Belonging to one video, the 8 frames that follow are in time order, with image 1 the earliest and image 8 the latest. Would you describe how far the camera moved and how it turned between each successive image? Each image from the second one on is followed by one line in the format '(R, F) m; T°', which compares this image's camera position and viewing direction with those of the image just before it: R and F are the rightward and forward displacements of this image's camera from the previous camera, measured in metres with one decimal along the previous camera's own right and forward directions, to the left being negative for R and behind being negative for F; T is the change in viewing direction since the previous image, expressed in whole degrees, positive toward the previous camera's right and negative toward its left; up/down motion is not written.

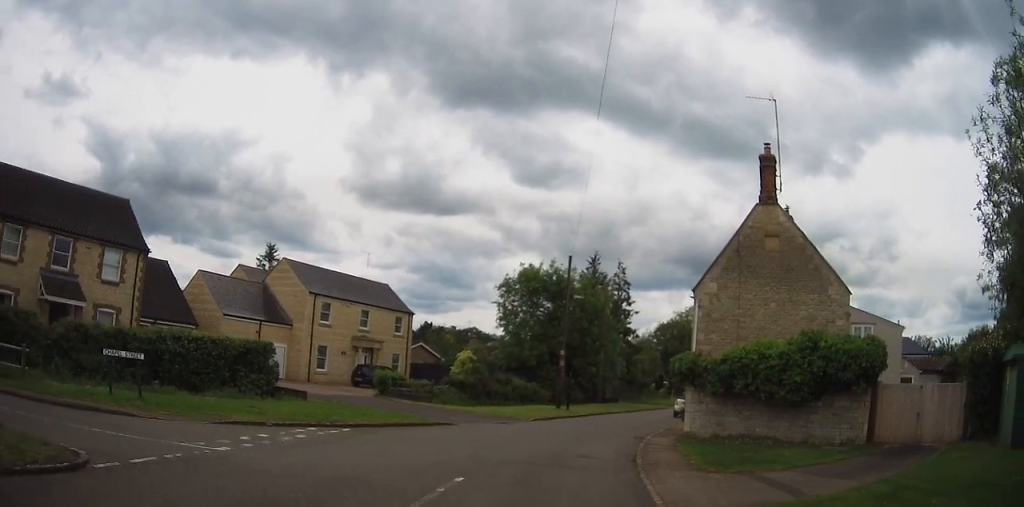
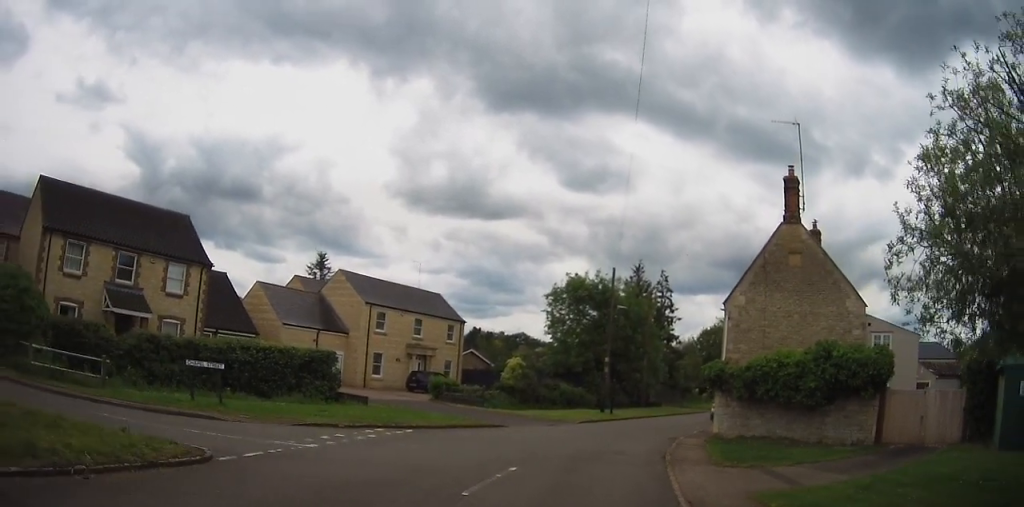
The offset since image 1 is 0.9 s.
(0.0, +1.8) m; -2°
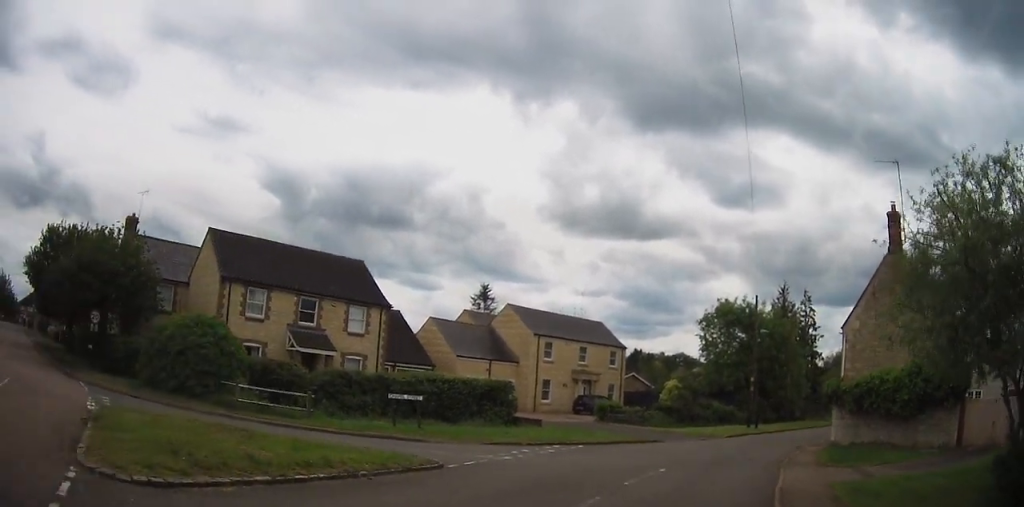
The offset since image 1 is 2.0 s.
(-0.3, +2.9) m; -15°
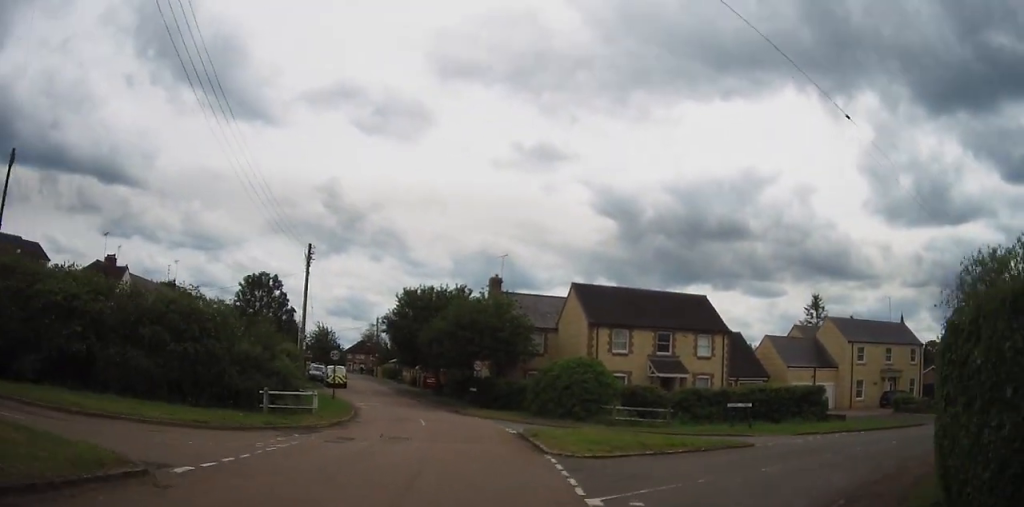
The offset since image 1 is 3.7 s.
(-1.6, +6.7) m; -25°
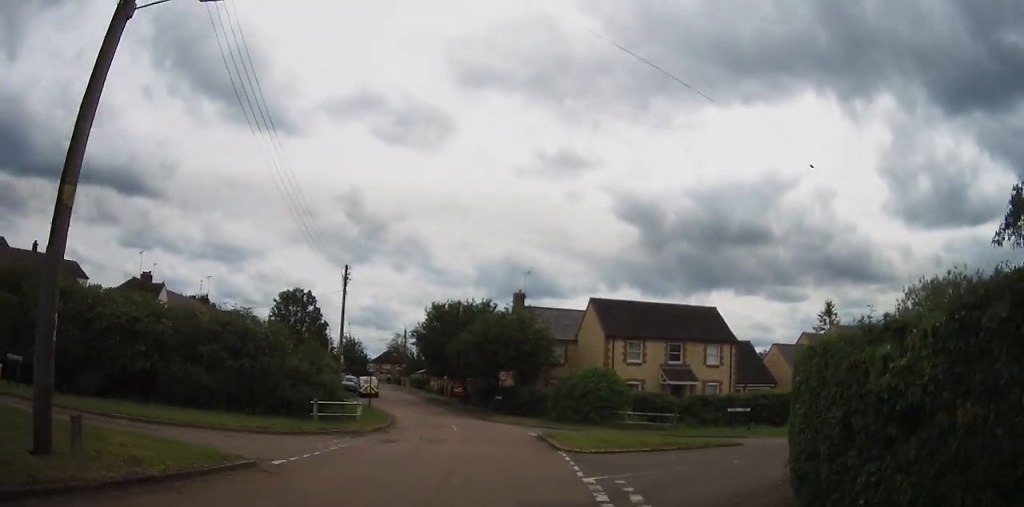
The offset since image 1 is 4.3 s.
(-0.3, +3.0) m; -1°
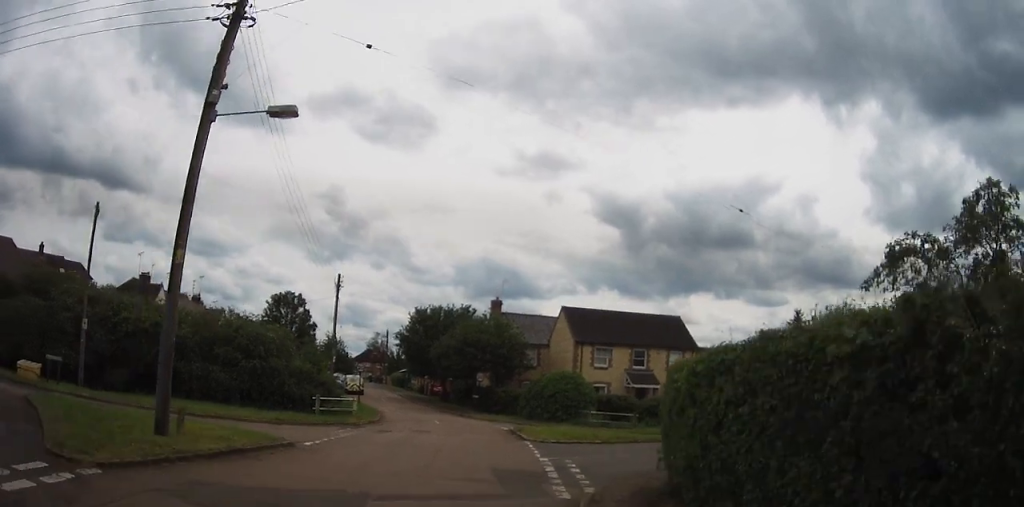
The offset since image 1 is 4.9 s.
(-0.1, +3.5) m; -1°
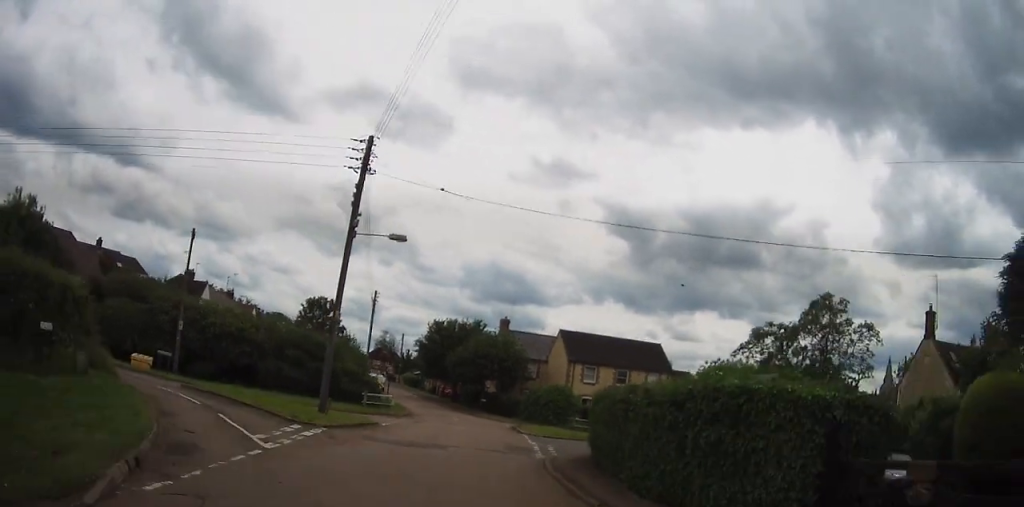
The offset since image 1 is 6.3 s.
(0.0, +8.6) m; -3°
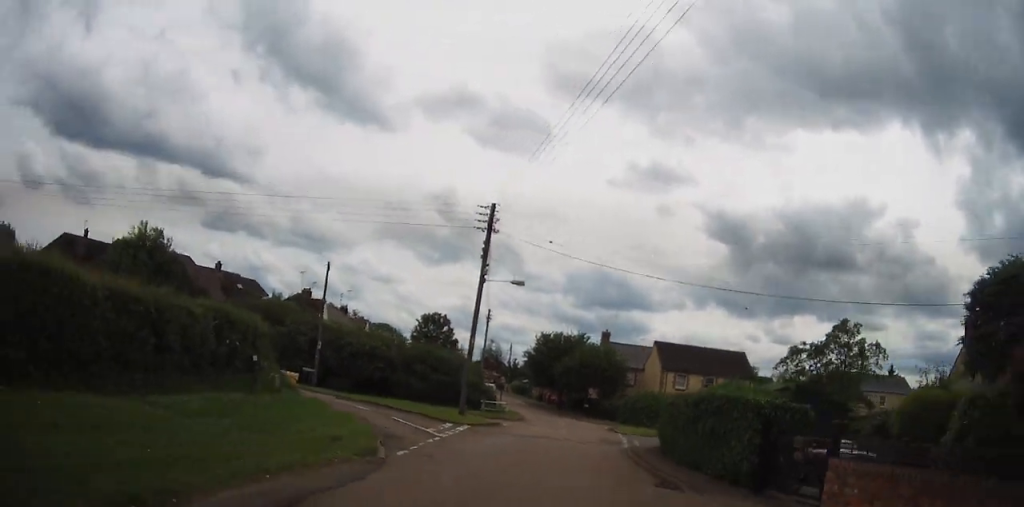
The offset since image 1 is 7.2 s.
(-0.2, +6.0) m; -5°
